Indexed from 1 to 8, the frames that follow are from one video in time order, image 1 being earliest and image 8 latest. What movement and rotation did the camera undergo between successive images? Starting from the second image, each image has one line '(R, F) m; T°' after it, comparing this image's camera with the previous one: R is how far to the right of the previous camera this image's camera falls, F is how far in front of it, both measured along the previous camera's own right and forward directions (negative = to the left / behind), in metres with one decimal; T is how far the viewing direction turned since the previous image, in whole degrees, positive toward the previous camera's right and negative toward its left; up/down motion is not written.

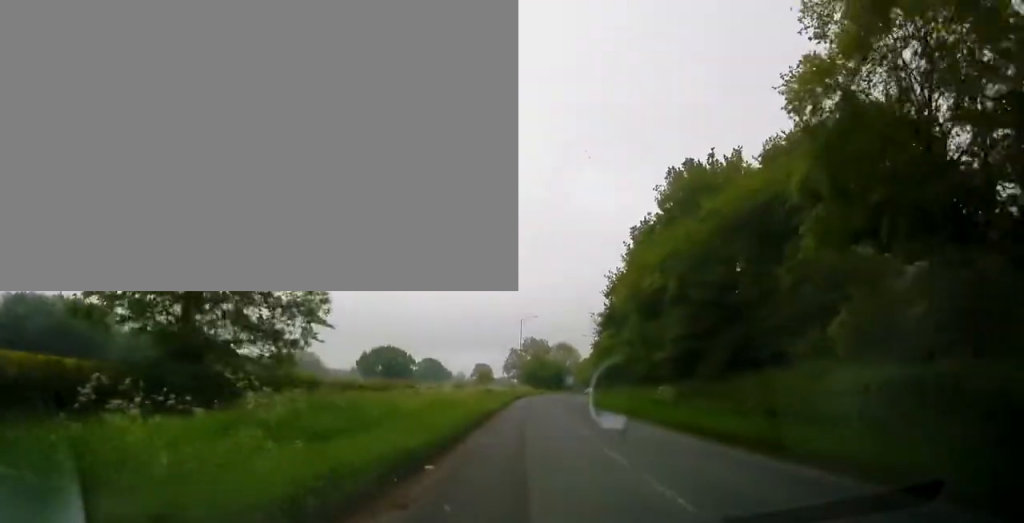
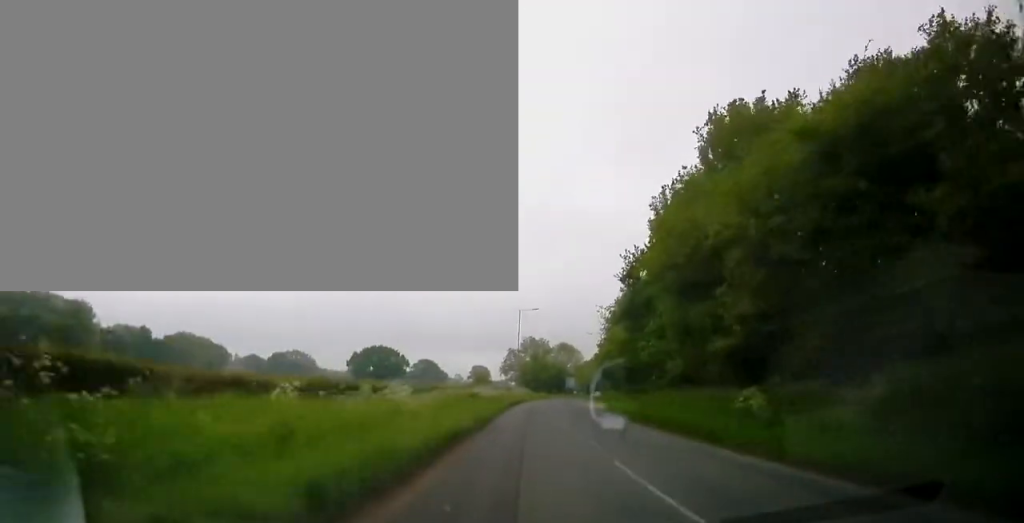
(0.0, +10.2) m; 0°
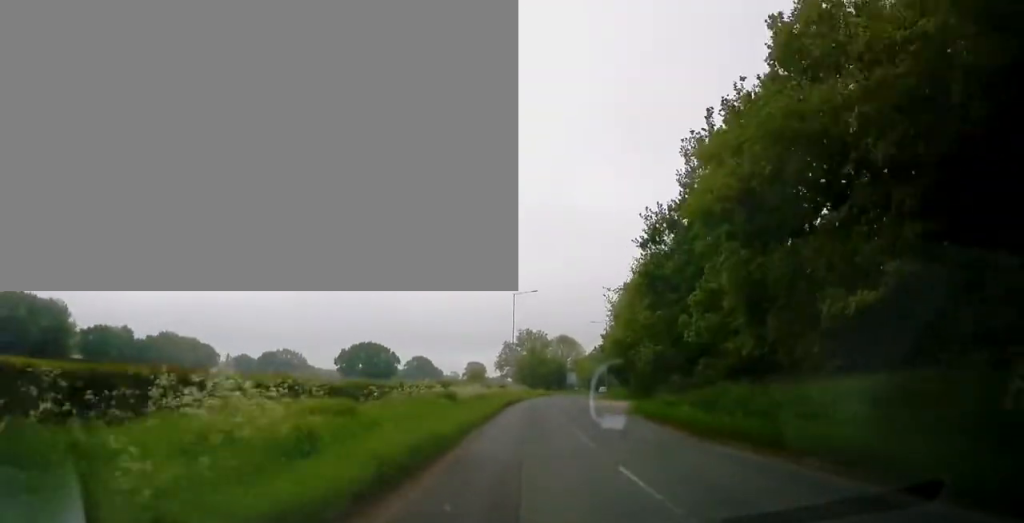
(0.0, +10.3) m; 0°
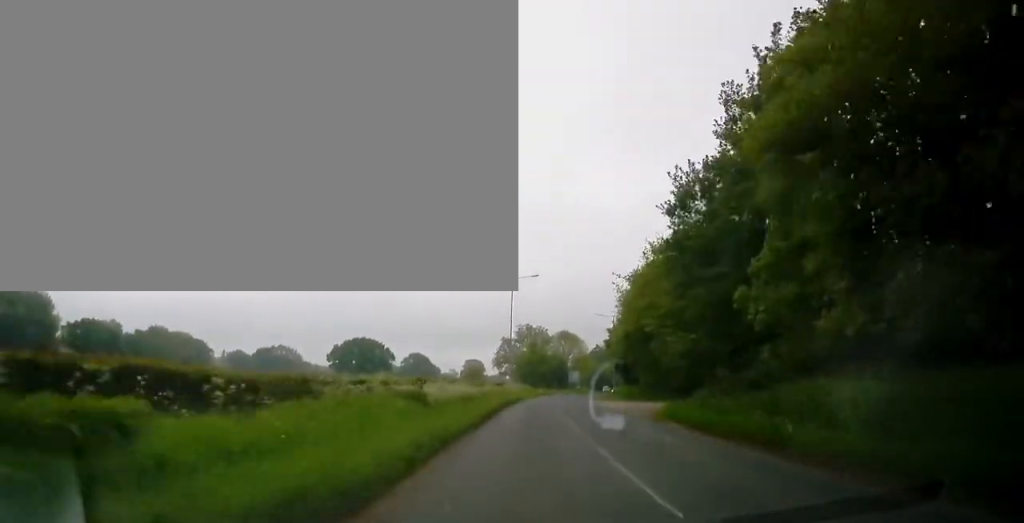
(0.0, +7.2) m; 0°
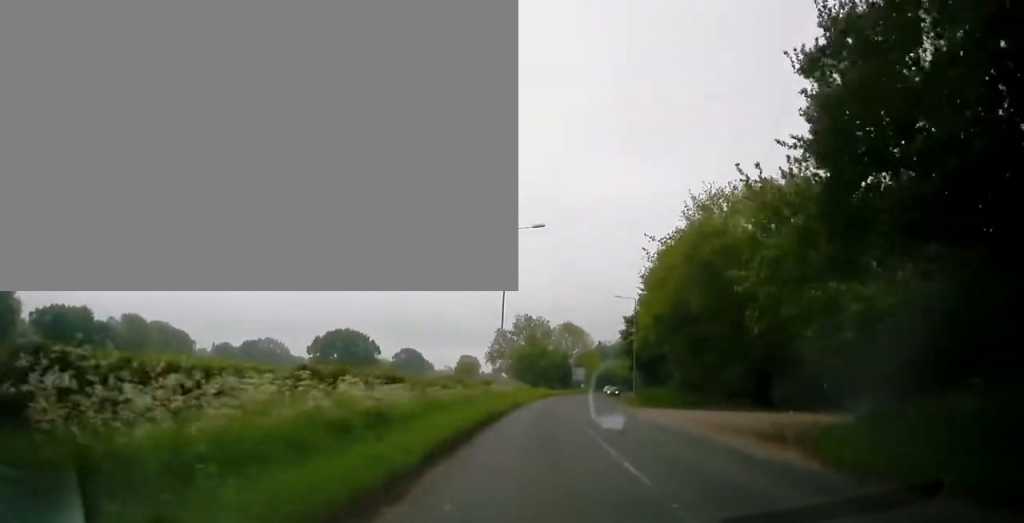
(0.0, +16.4) m; +1°
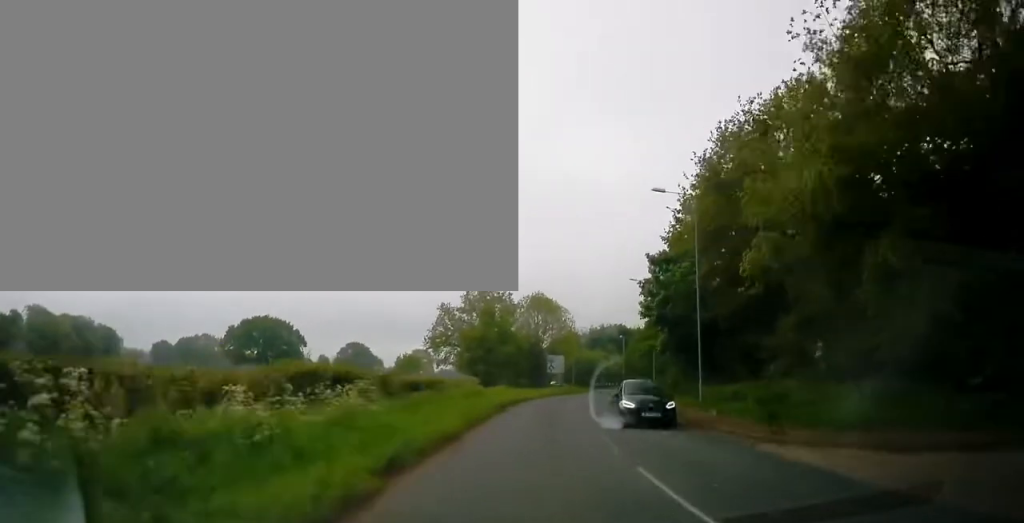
(+1.0, +32.0) m; +1°
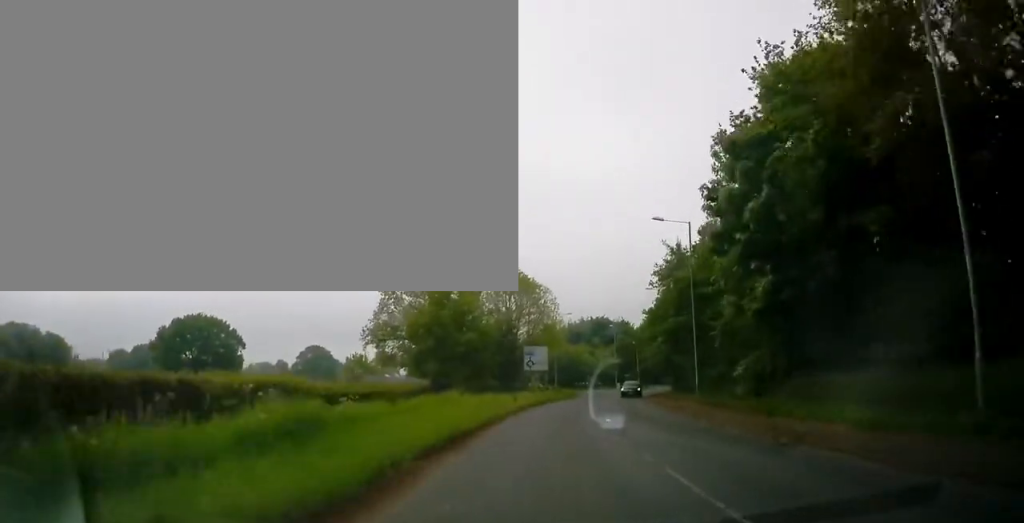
(-0.5, +19.9) m; +1°
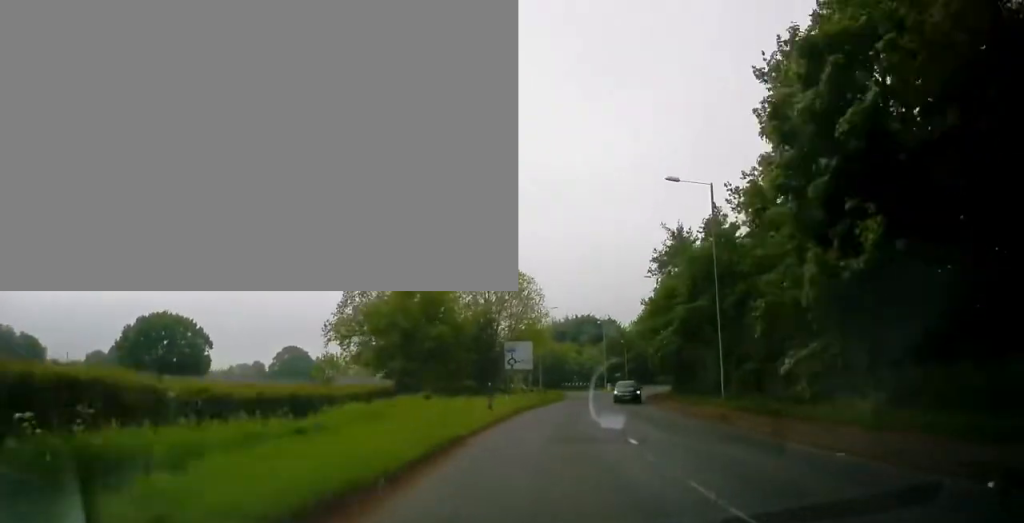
(+0.3, +7.1) m; +3°
